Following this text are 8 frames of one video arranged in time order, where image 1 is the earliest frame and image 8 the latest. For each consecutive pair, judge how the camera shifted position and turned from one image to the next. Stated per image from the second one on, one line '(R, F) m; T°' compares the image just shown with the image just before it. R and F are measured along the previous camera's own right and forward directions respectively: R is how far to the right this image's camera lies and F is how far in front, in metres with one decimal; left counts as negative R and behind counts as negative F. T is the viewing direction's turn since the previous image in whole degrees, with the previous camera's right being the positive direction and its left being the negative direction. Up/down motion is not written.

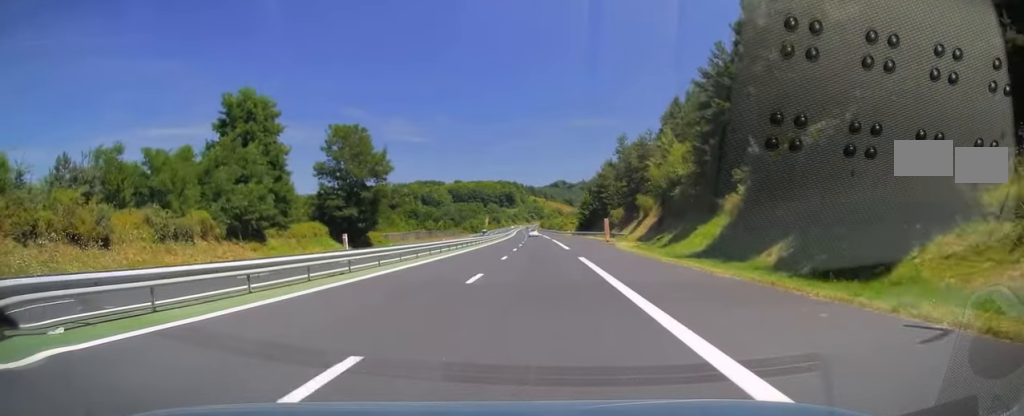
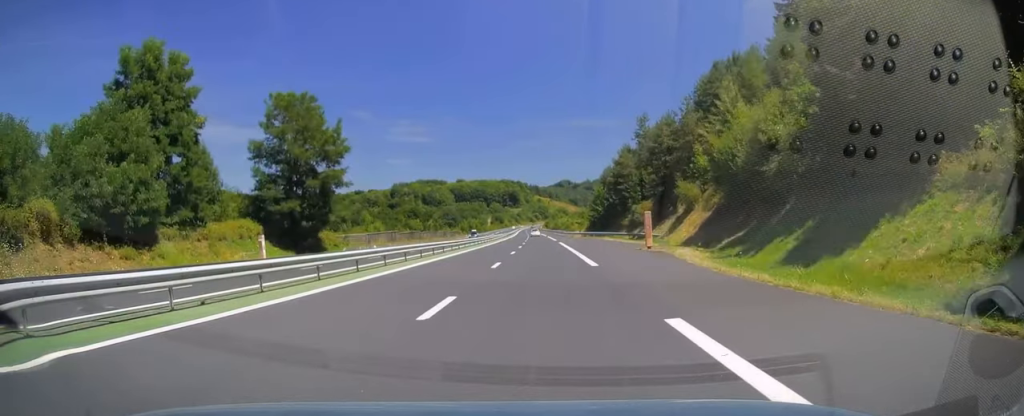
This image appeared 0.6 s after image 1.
(+0.2, +19.6) m; -1°
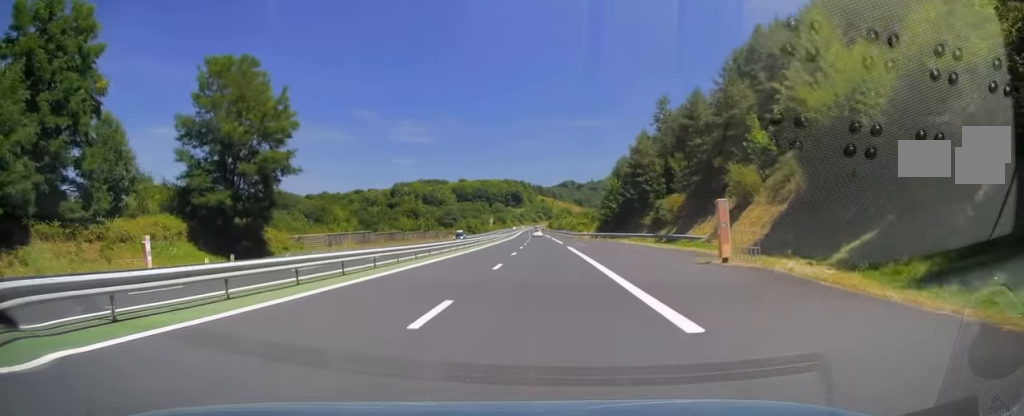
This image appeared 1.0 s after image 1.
(-0.3, +14.0) m; 0°
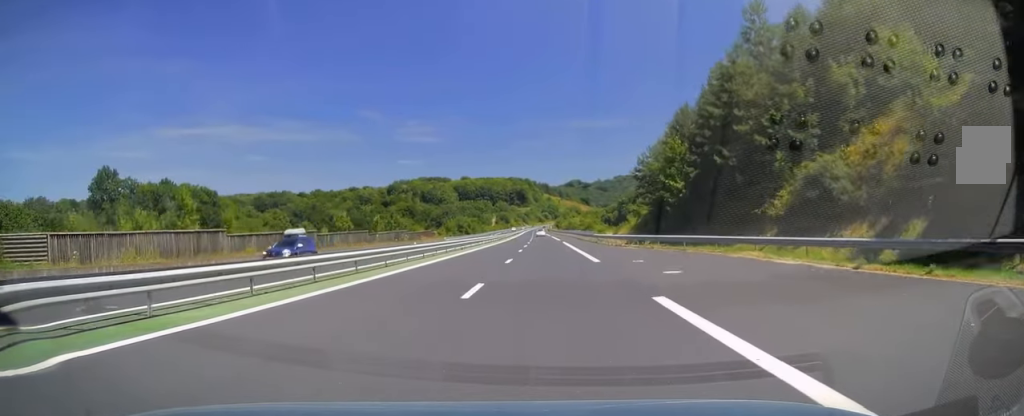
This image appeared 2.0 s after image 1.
(-0.5, +35.3) m; 0°
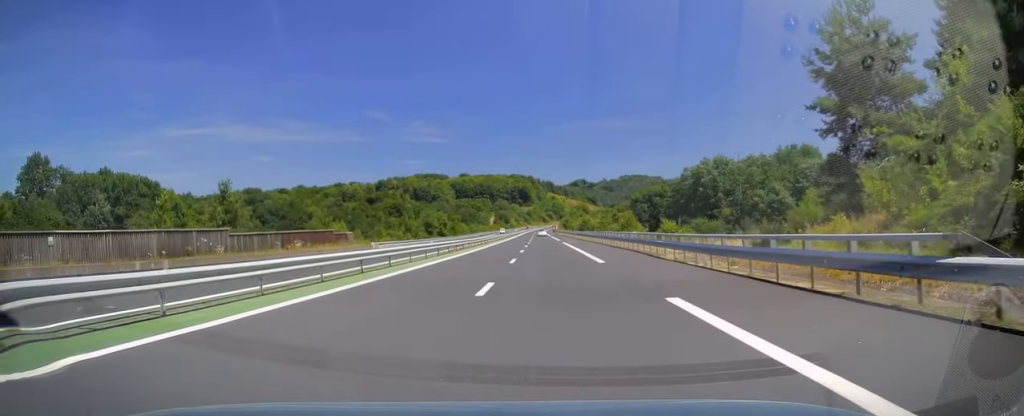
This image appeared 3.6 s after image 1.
(+0.2, +51.7) m; -1°
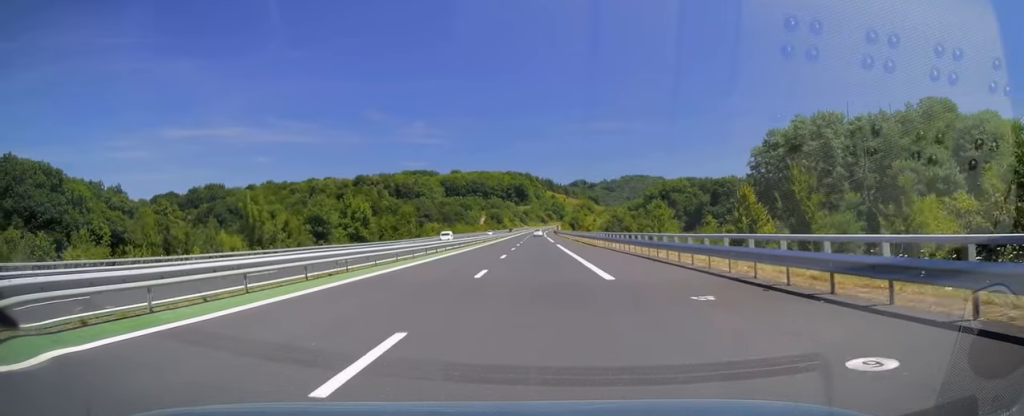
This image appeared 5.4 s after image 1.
(-0.6, +59.6) m; 0°
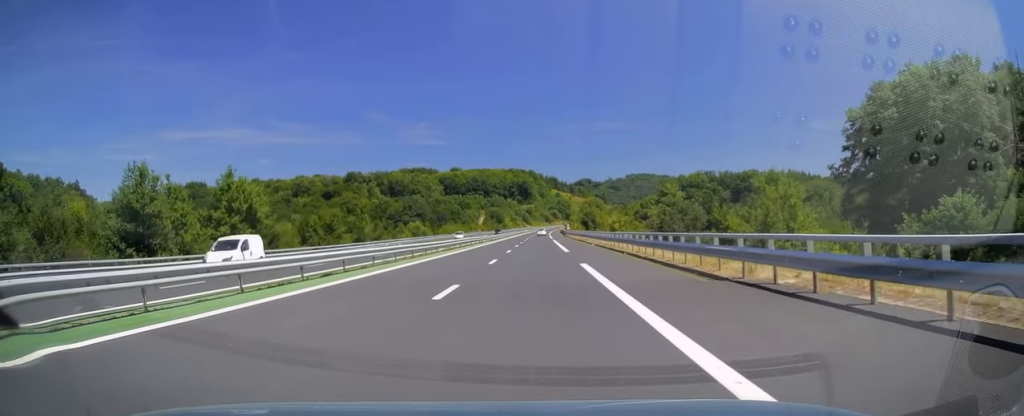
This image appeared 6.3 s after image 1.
(+0.2, +31.8) m; 0°
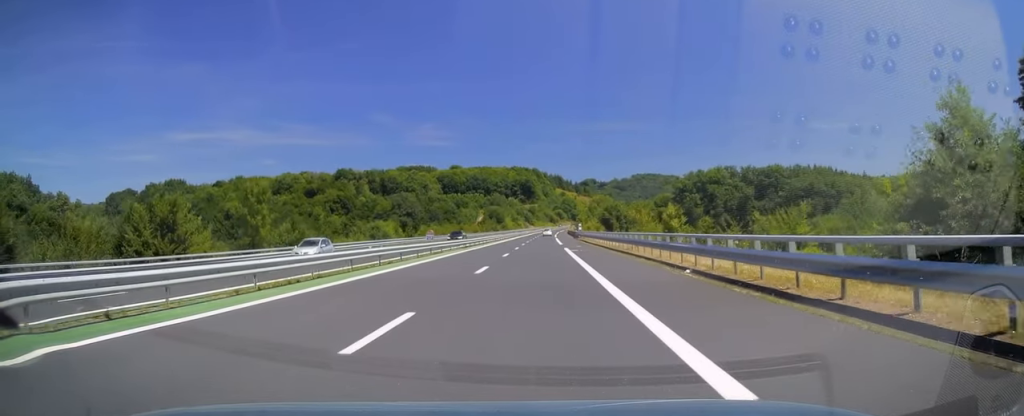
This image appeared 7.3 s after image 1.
(-0.2, +31.2) m; 0°
